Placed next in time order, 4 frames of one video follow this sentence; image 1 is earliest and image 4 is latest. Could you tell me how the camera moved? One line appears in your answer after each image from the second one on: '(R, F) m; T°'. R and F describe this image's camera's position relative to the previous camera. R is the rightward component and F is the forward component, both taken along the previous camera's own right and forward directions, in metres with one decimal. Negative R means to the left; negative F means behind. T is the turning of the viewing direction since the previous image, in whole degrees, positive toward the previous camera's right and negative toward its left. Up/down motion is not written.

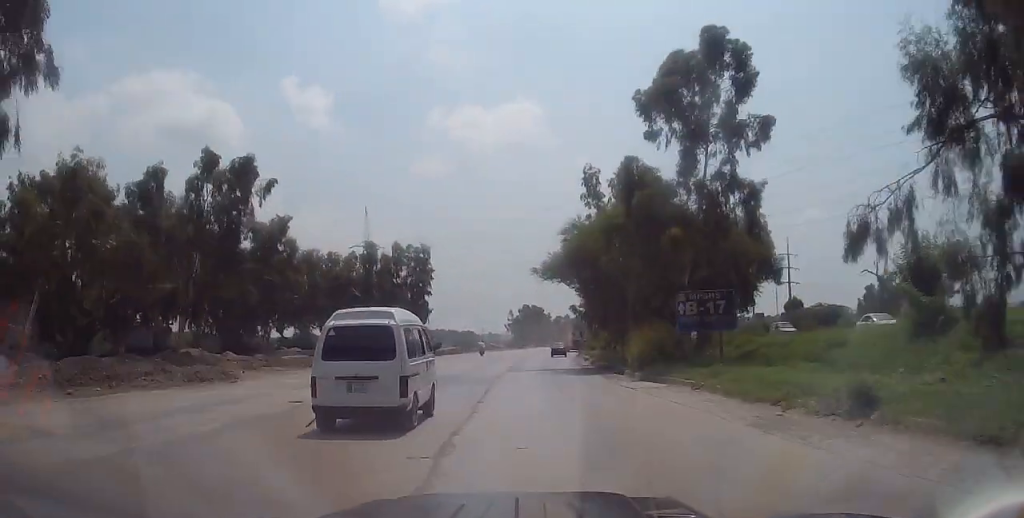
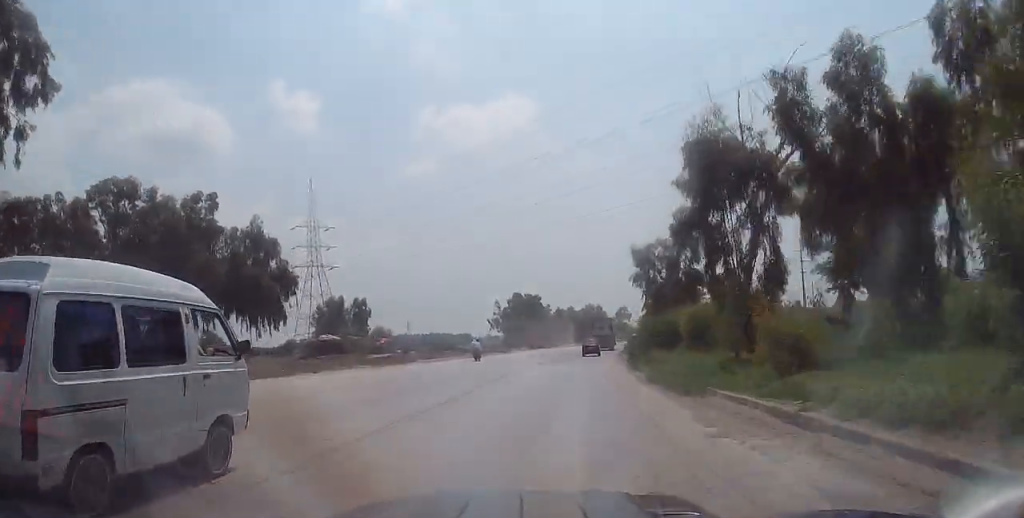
(-1.2, +51.3) m; 0°
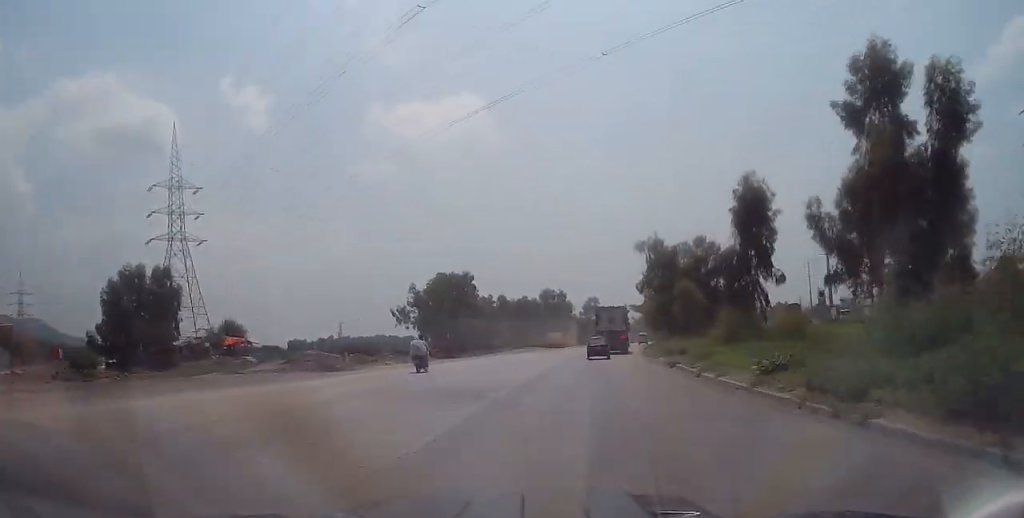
(+1.5, +49.7) m; +4°
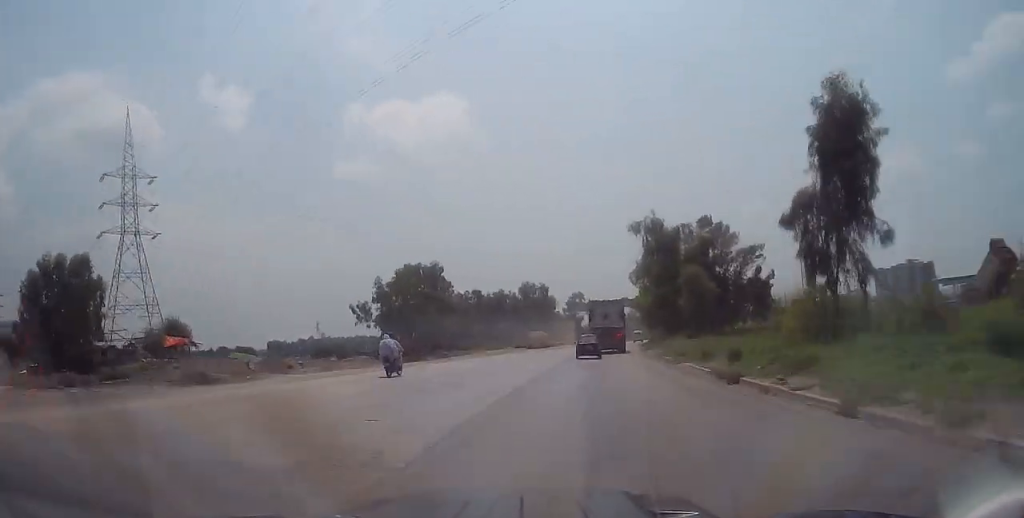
(+0.4, +10.6) m; +2°
